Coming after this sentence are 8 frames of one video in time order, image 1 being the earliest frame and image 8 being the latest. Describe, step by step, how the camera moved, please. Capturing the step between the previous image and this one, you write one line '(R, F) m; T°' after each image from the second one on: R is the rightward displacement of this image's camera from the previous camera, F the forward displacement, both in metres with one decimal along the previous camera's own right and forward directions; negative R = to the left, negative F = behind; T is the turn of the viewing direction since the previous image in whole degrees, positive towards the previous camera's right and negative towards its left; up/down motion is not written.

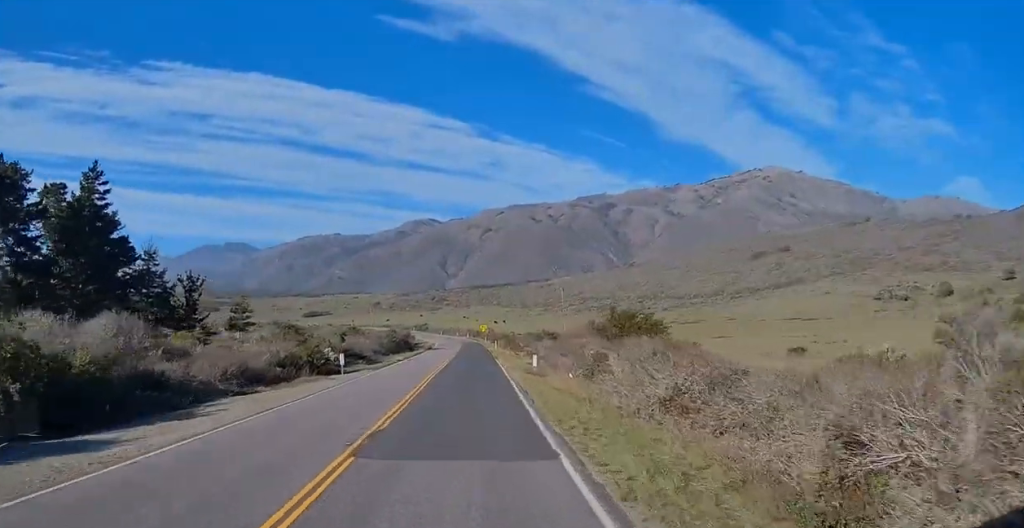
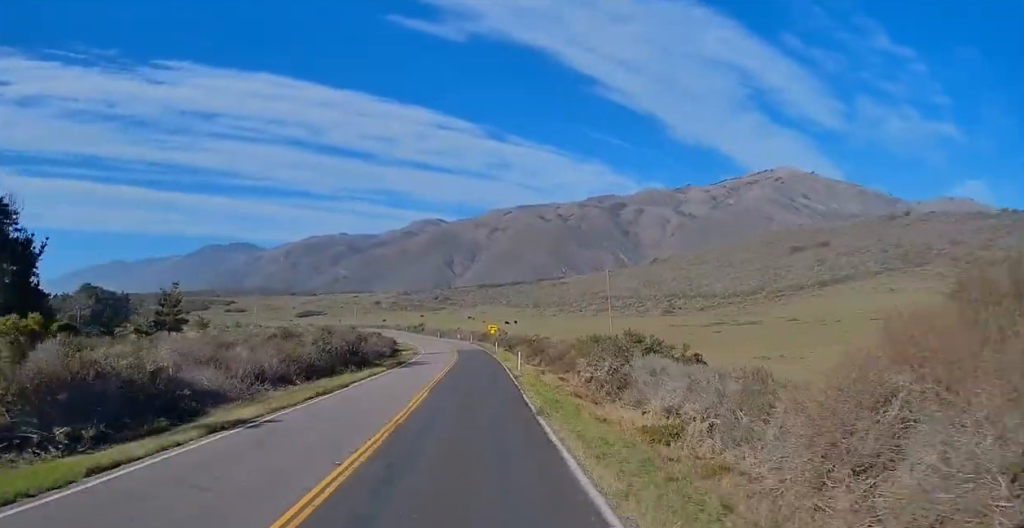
(-0.2, +38.7) m; 0°
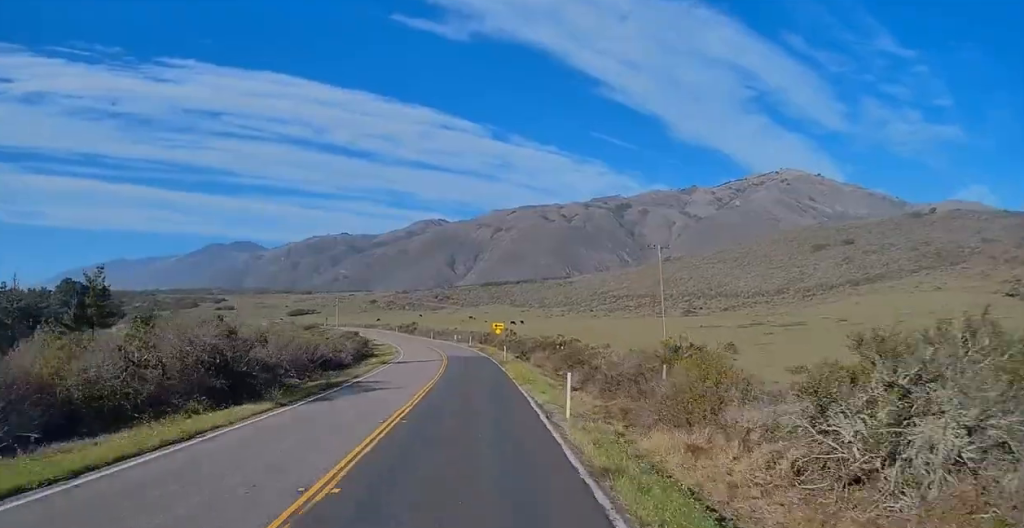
(-0.3, +23.9) m; -1°
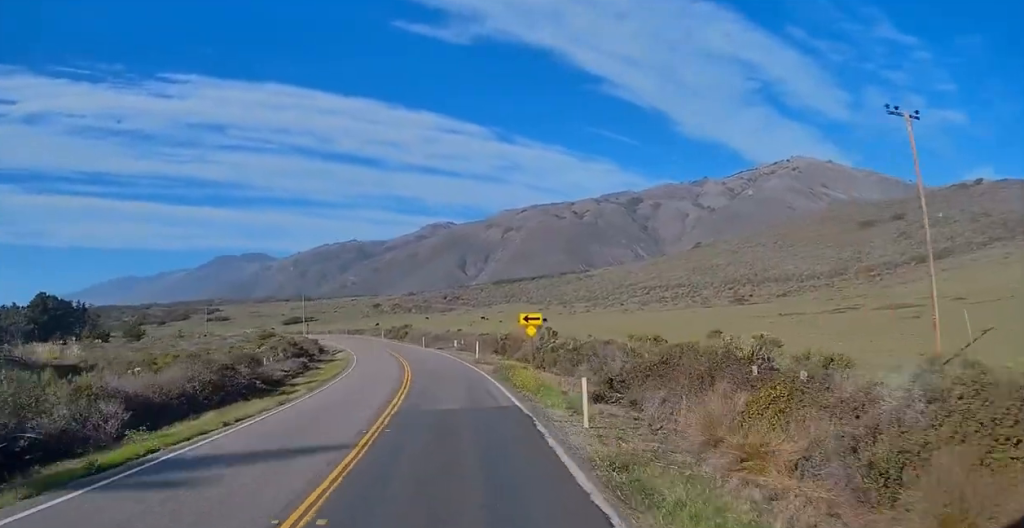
(-0.5, +36.7) m; -2°
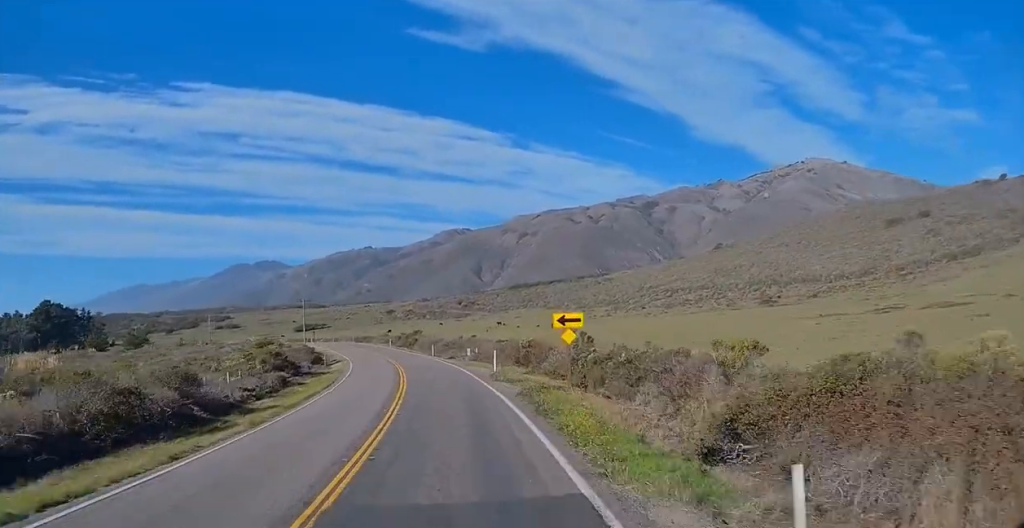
(+0.1, +9.8) m; -1°
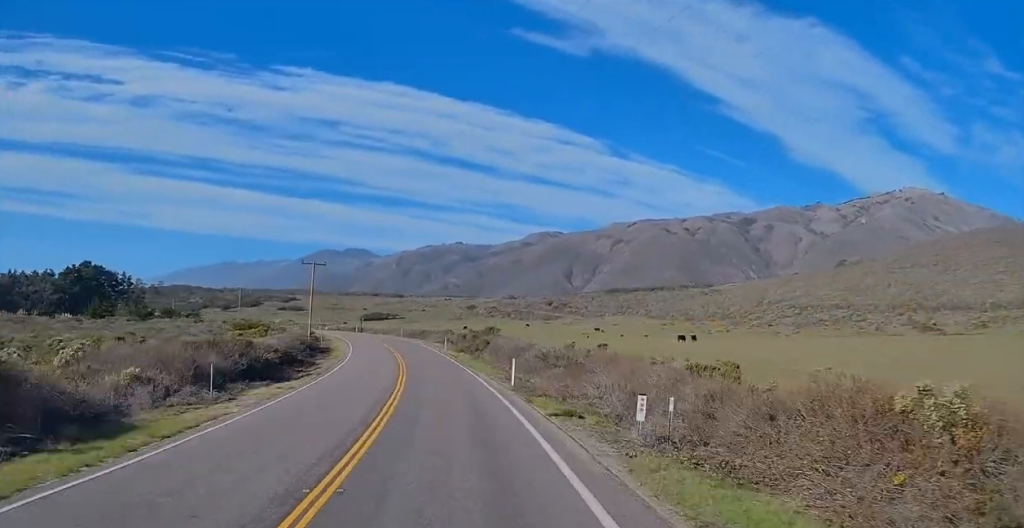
(-1.8, +42.1) m; -6°
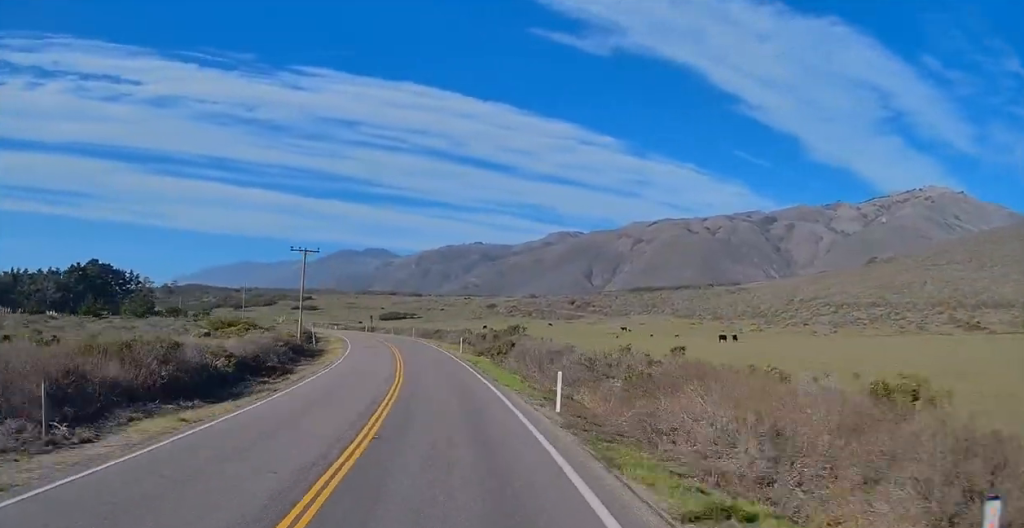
(+0.3, +10.7) m; -3°
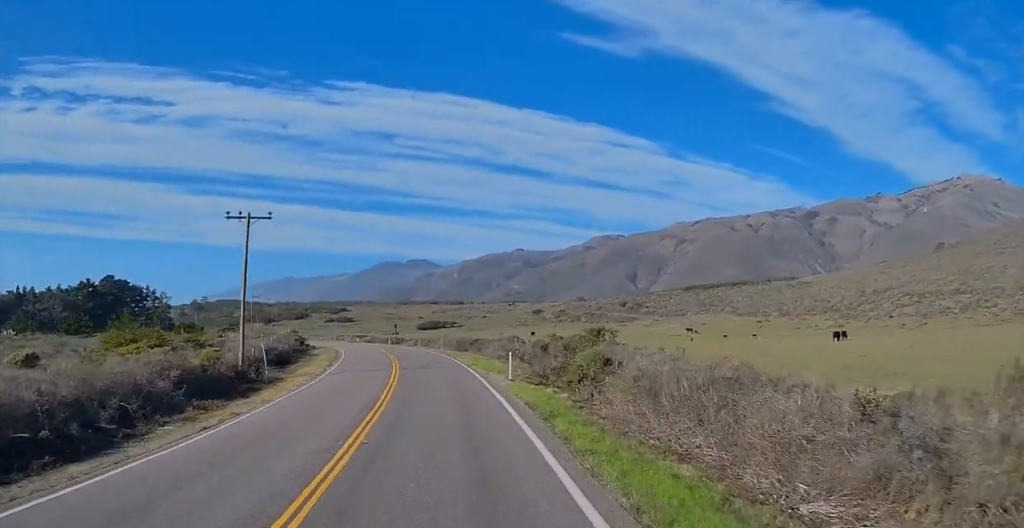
(-1.6, +21.8) m; -5°
